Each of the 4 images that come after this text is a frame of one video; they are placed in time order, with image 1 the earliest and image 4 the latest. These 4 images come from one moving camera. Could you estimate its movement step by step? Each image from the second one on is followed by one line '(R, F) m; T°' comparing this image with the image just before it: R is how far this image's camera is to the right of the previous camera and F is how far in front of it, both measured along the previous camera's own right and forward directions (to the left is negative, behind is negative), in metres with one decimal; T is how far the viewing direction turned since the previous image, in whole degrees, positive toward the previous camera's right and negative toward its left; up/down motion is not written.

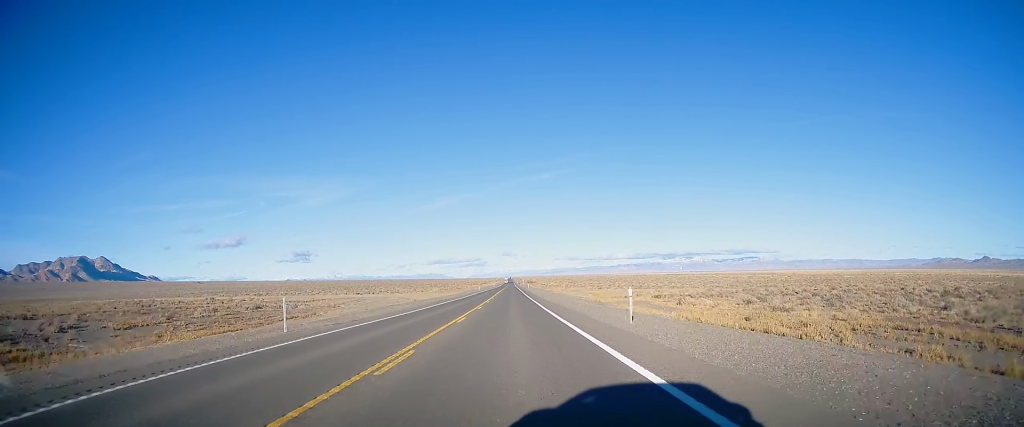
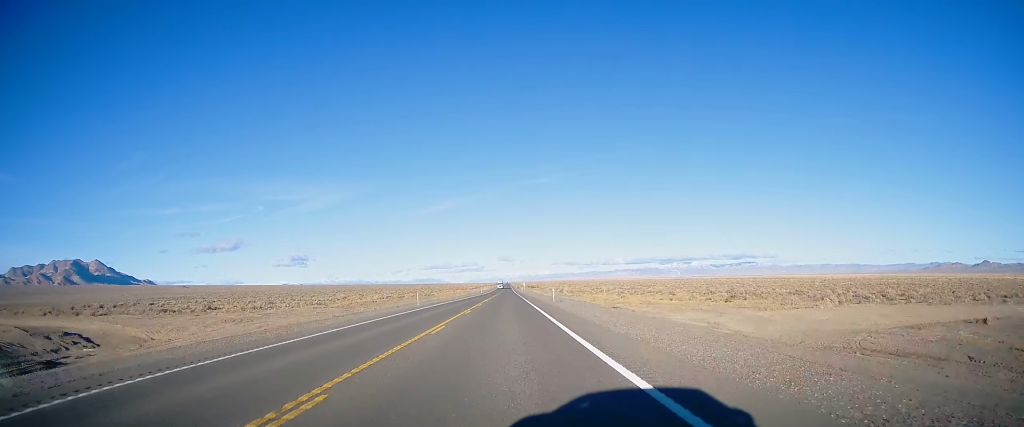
(+1.0, +90.2) m; +1°
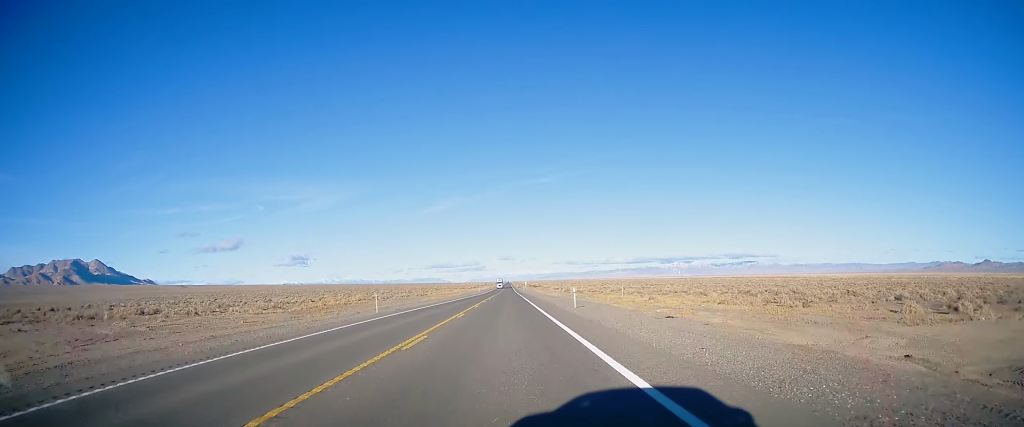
(+0.1, +16.3) m; 0°
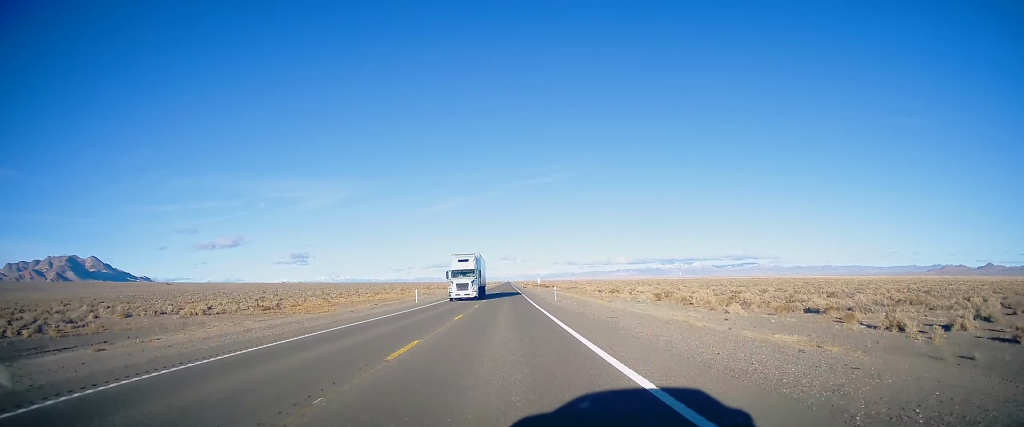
(-2.0, +106.5) m; -1°
